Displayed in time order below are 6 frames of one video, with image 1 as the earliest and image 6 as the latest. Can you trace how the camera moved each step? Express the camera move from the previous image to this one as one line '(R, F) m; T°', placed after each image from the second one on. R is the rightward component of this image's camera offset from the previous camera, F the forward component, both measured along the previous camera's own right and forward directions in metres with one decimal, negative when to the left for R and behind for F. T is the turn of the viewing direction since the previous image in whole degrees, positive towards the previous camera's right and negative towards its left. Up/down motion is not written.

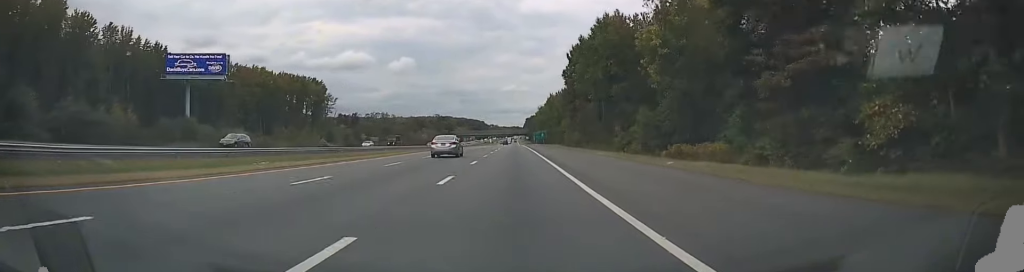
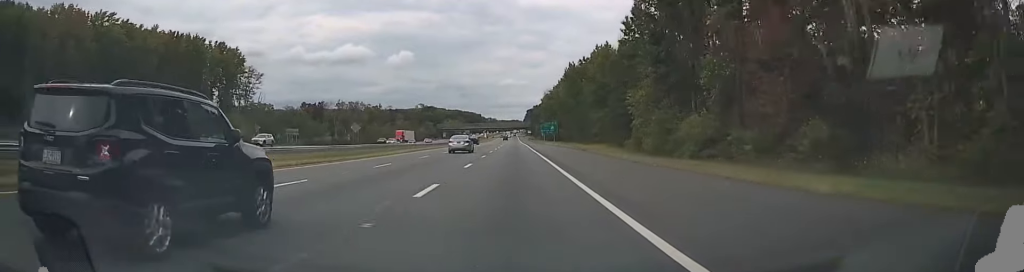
(+0.2, +72.7) m; 0°
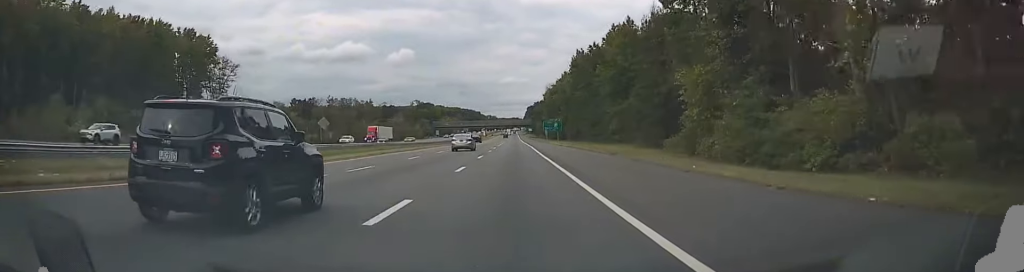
(0.0, +16.7) m; 0°
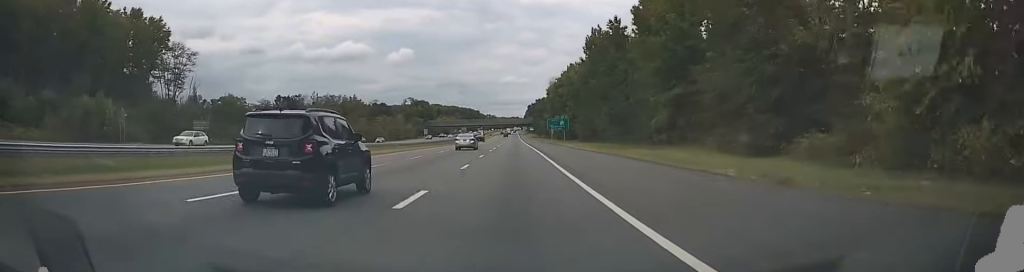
(-0.1, +22.1) m; 0°
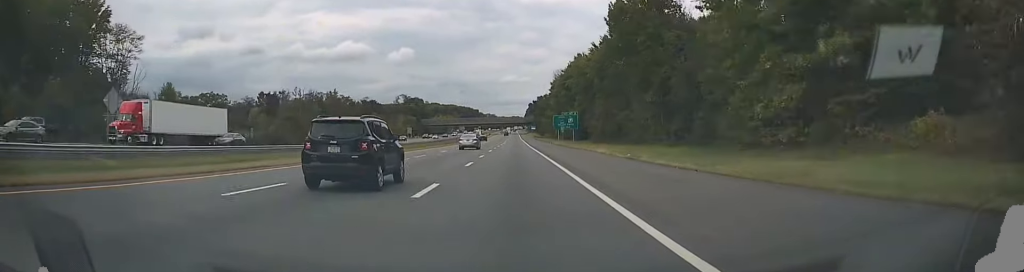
(-0.2, +23.0) m; 0°
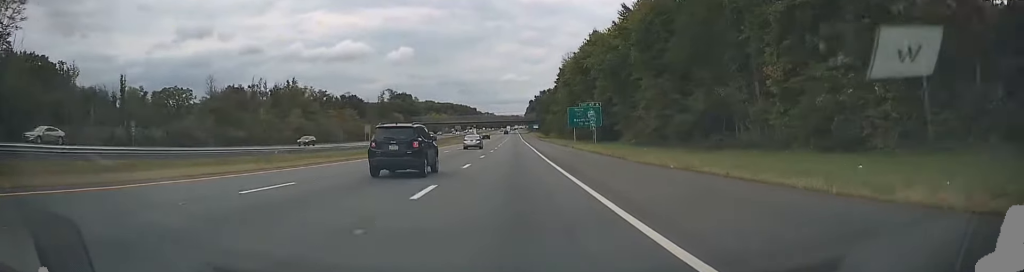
(+0.4, +34.7) m; +1°
